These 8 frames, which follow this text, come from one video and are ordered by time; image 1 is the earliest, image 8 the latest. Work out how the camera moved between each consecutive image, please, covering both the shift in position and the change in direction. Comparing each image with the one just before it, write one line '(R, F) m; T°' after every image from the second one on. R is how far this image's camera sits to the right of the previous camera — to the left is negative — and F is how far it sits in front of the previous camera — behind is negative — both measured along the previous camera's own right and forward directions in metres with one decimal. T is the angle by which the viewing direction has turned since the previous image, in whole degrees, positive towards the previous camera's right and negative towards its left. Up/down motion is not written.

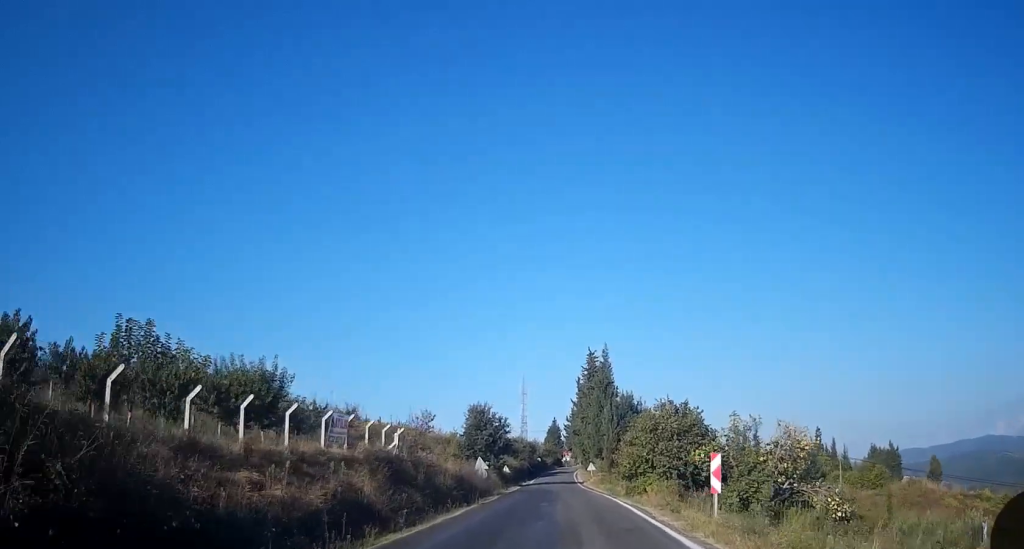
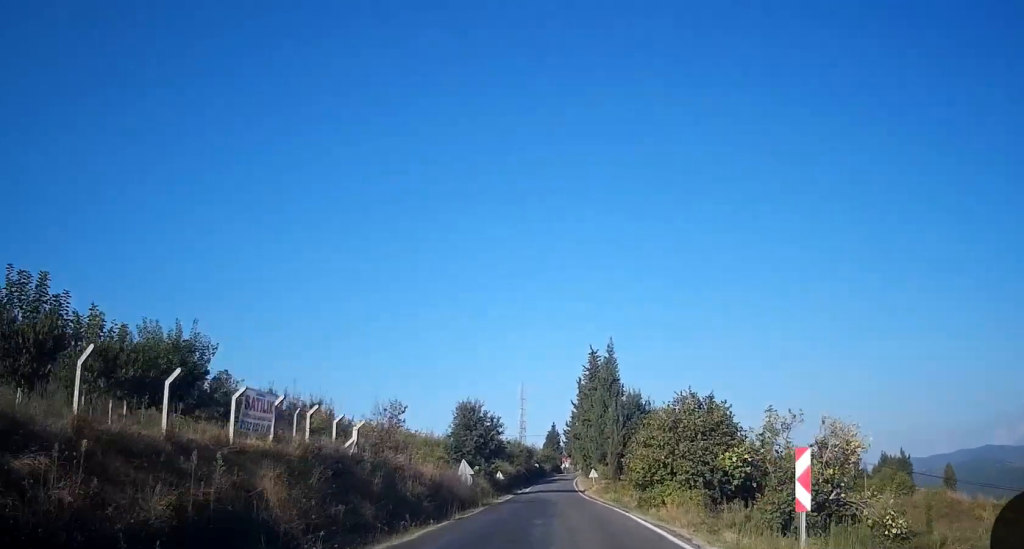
(-0.2, +5.9) m; +4°
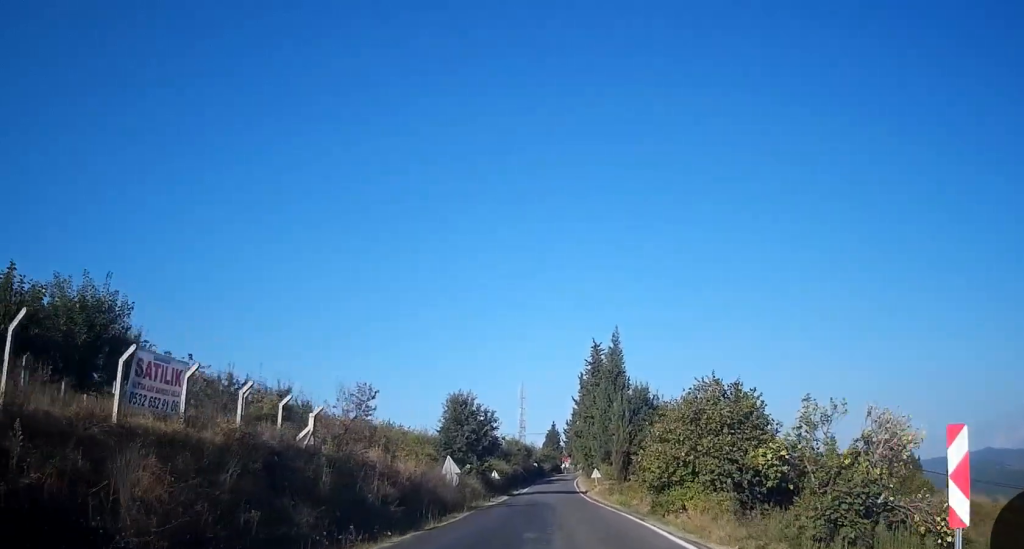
(+0.7, +4.4) m; +5°
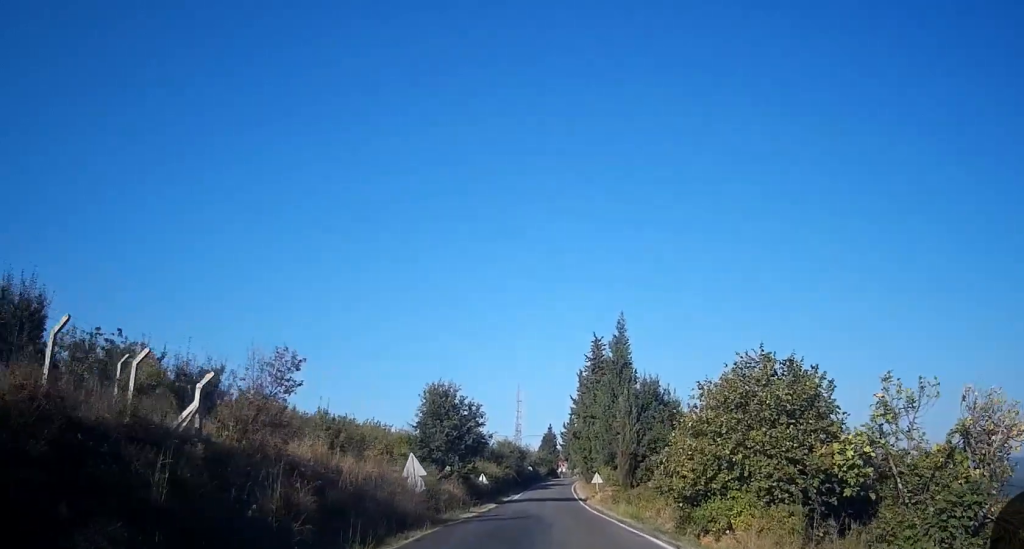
(+0.4, +6.2) m; +2°
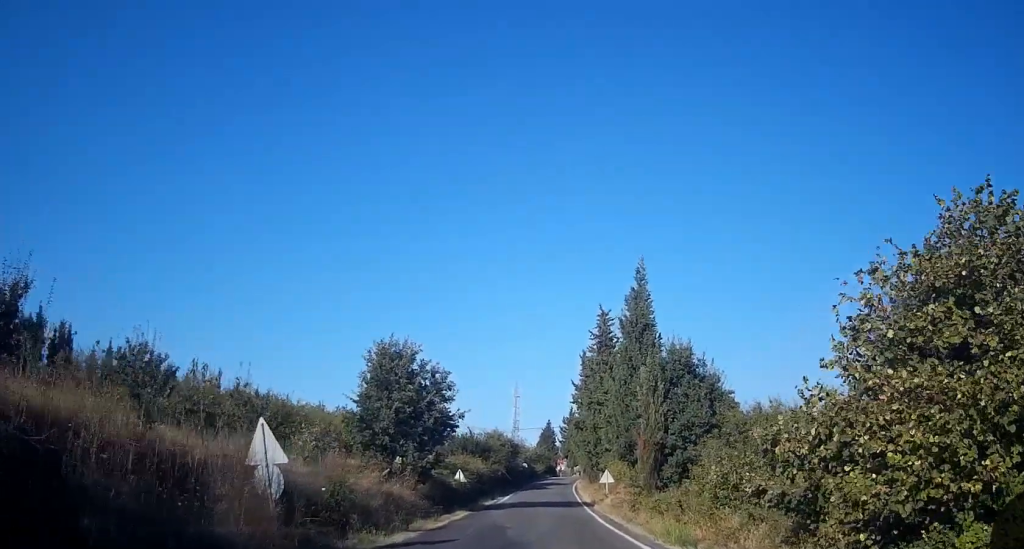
(-0.4, +10.7) m; 0°
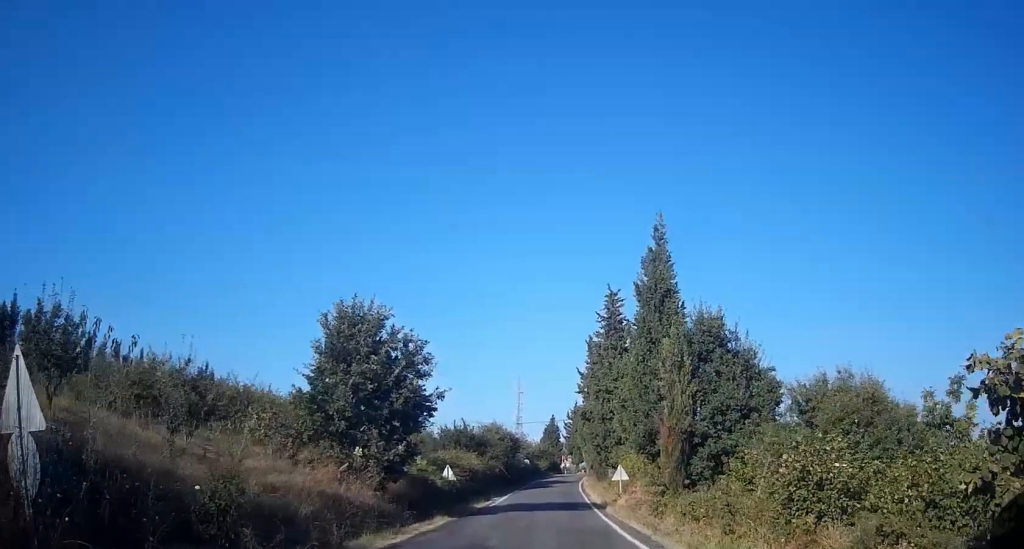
(-0.8, +5.4) m; +6°
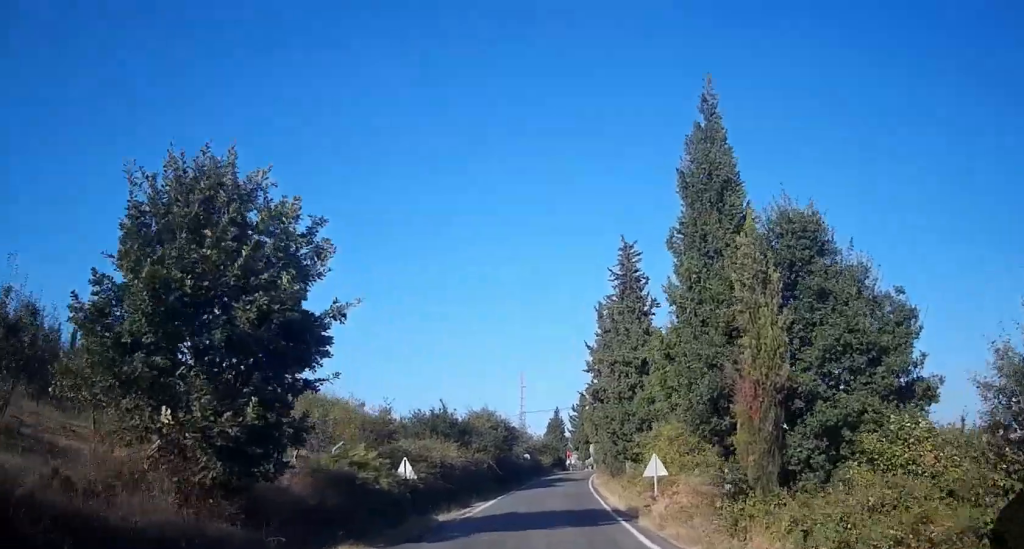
(+2.2, +9.4) m; +16°
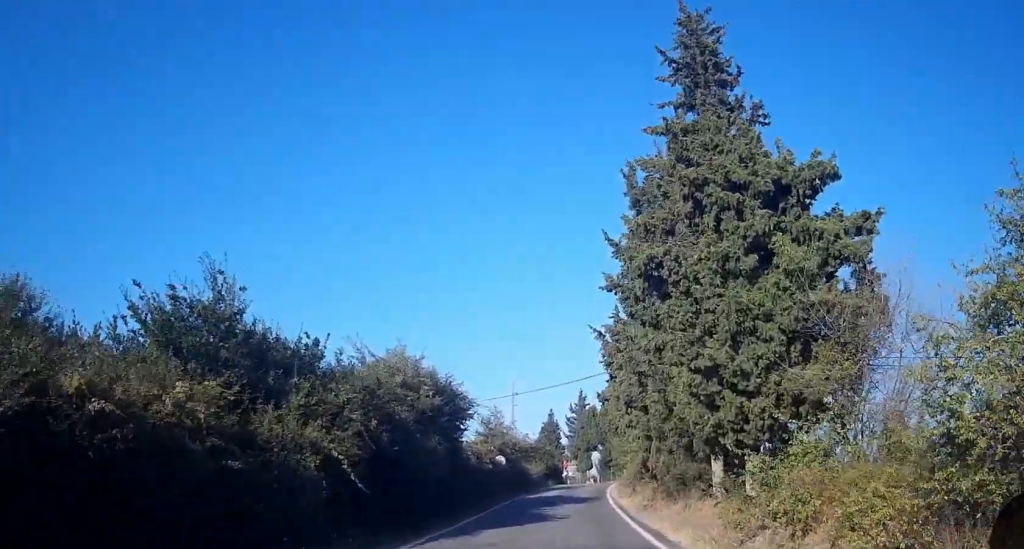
(+1.9, +23.1) m; +12°
